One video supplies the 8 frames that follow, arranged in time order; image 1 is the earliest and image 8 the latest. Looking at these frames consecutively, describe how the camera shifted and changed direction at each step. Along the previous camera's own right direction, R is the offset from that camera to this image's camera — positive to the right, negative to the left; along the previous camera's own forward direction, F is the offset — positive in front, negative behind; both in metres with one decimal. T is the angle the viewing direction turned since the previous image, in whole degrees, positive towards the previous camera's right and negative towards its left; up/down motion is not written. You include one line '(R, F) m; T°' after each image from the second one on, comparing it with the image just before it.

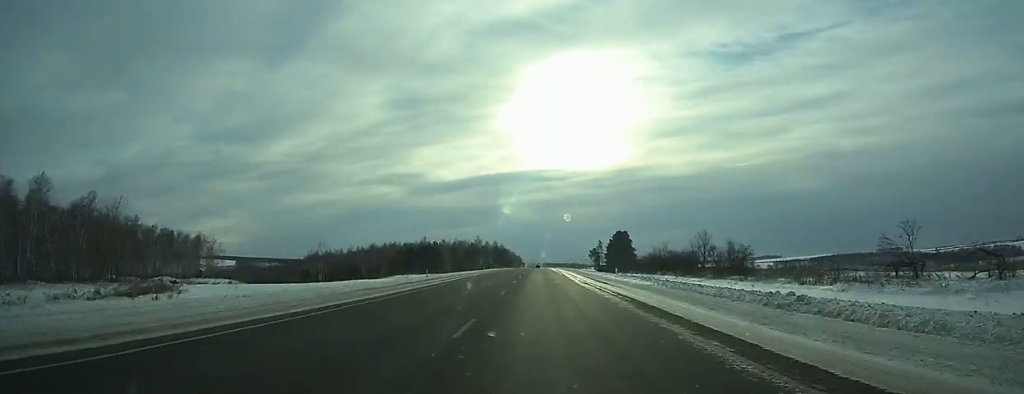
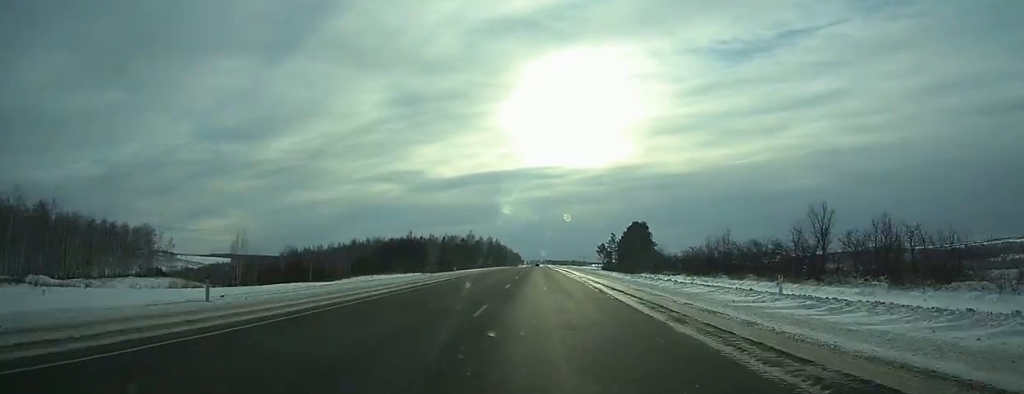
(0.0, +31.2) m; 0°
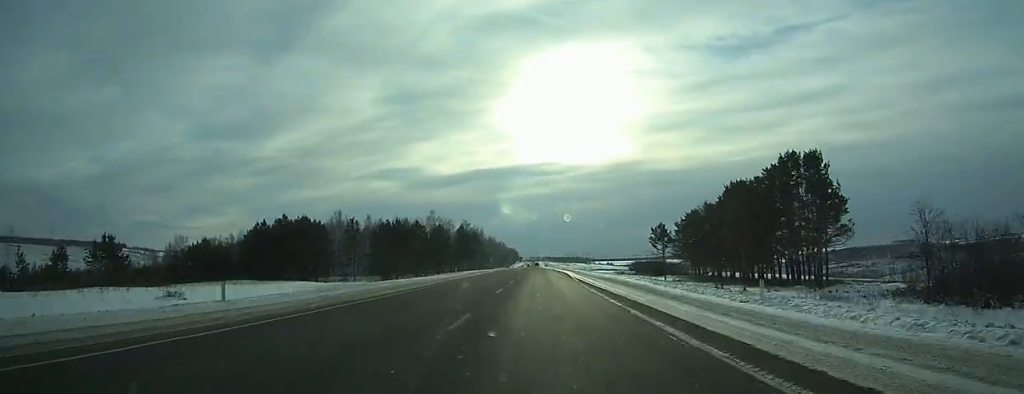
(-0.1, +92.5) m; 0°
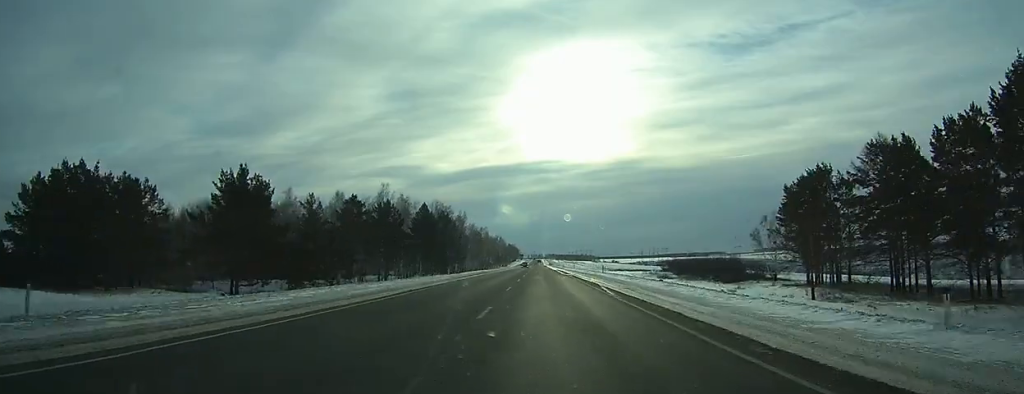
(0.0, +59.8) m; 0°
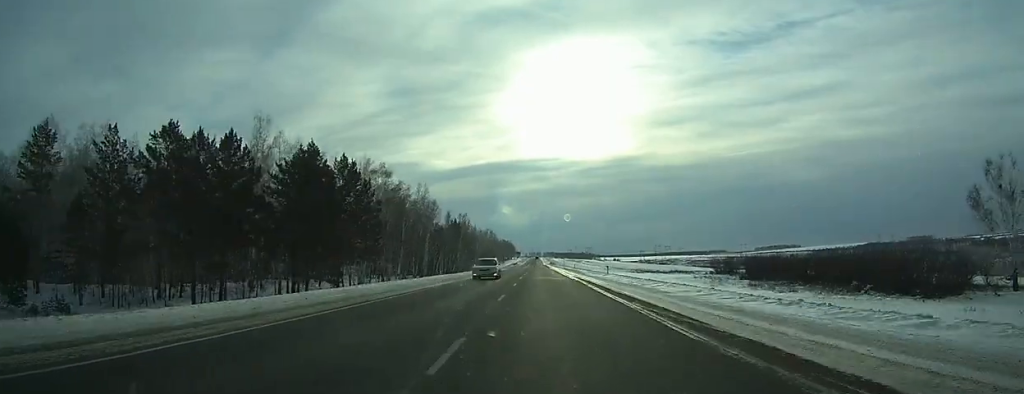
(-0.2, +59.8) m; 0°
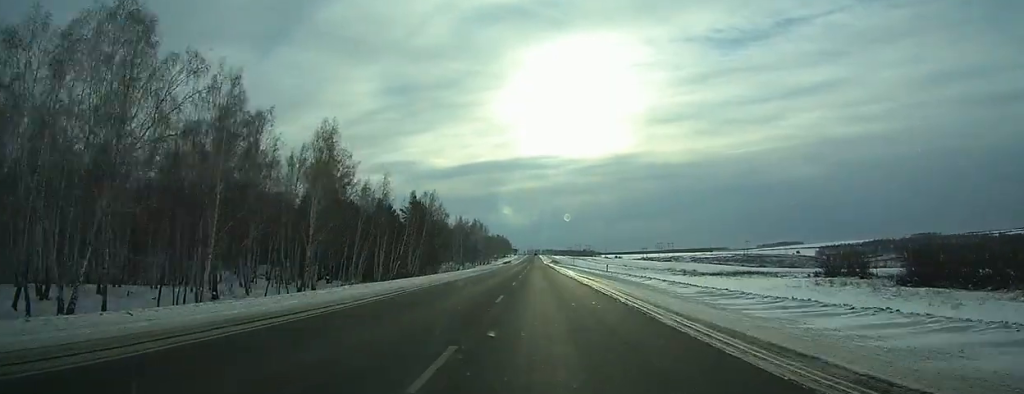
(0.0, +55.0) m; 0°
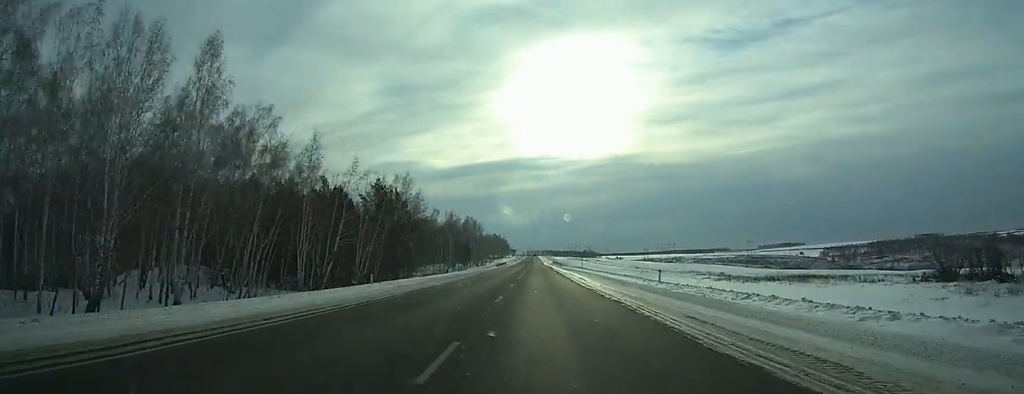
(0.0, +24.8) m; 0°
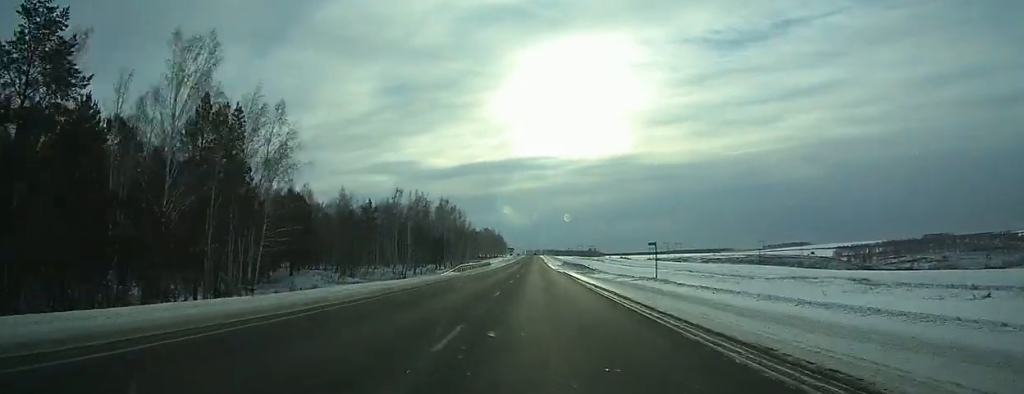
(+0.1, +57.4) m; 0°
